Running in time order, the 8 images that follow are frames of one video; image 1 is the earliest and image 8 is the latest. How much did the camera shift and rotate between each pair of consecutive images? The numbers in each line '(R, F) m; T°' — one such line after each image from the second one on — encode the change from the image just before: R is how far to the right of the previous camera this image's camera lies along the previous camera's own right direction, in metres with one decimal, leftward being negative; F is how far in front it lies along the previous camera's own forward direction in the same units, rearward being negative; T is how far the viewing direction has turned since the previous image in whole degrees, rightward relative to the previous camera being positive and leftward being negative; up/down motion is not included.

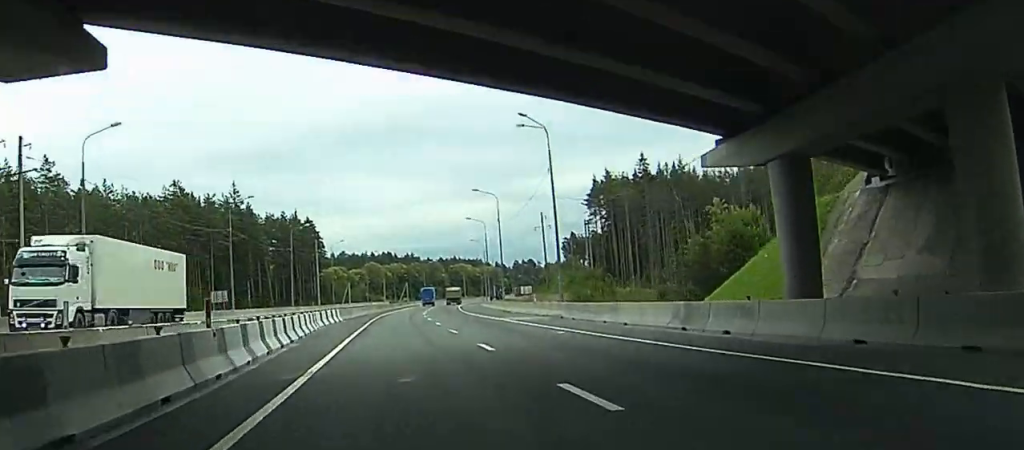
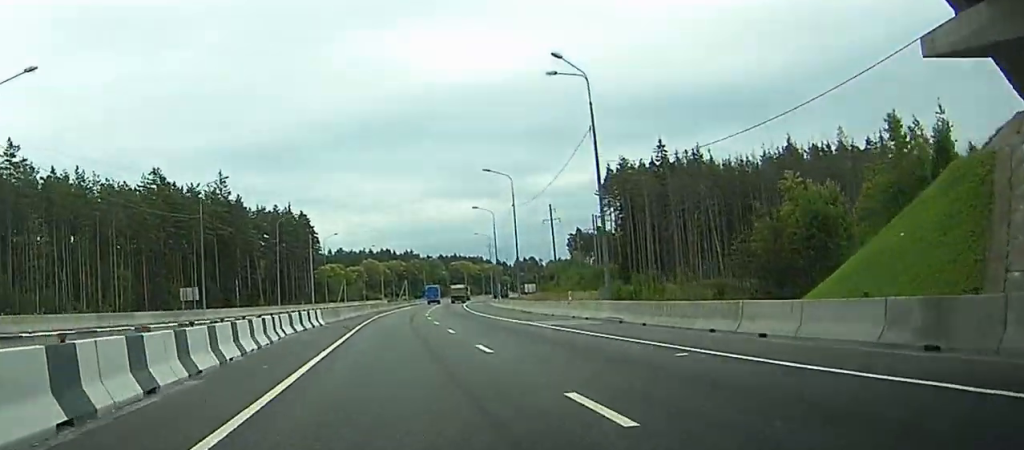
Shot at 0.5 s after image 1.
(0.0, +13.4) m; 0°
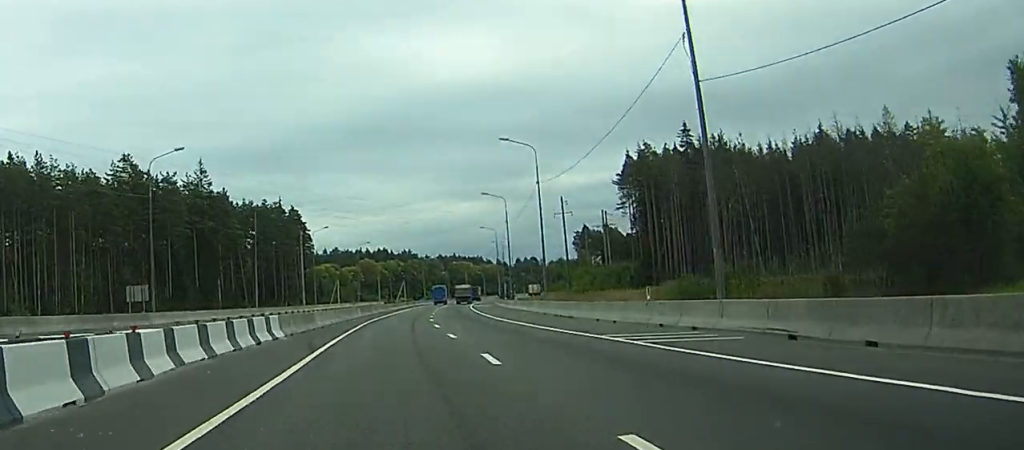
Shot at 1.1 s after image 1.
(+0.1, +15.8) m; +1°
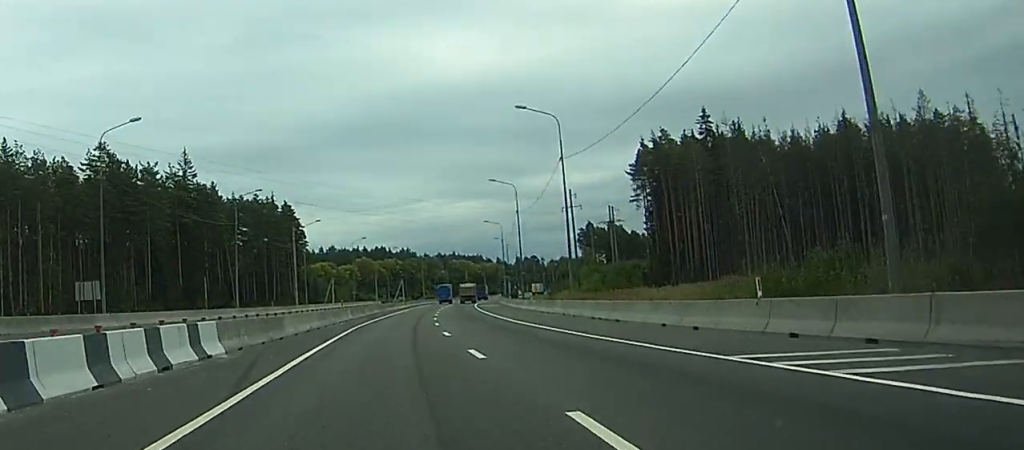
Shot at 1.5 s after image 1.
(0.0, +10.5) m; +1°
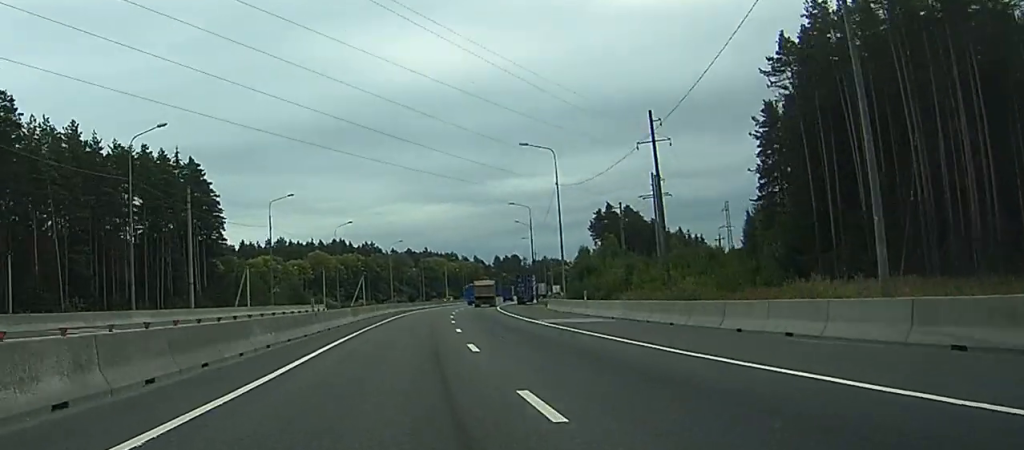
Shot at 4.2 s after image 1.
(+3.6, +68.2) m; +4°
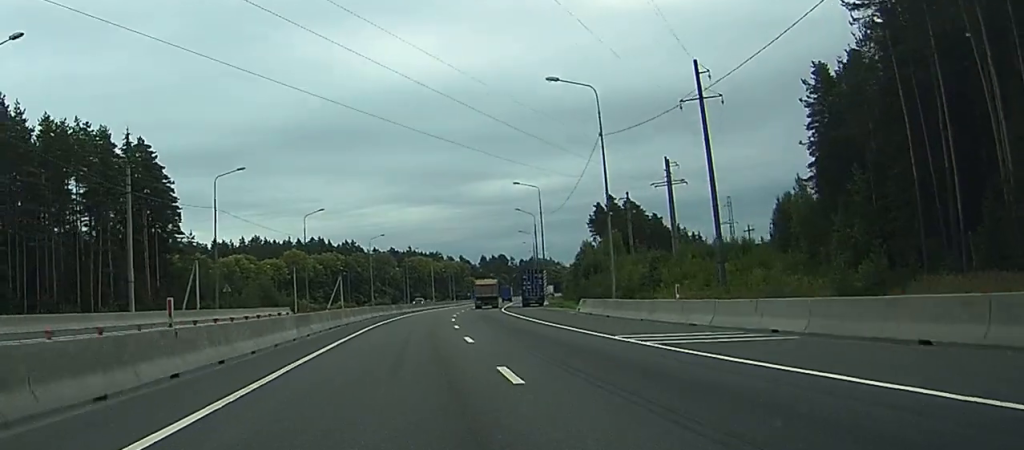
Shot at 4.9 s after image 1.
(-0.2, +19.4) m; 0°
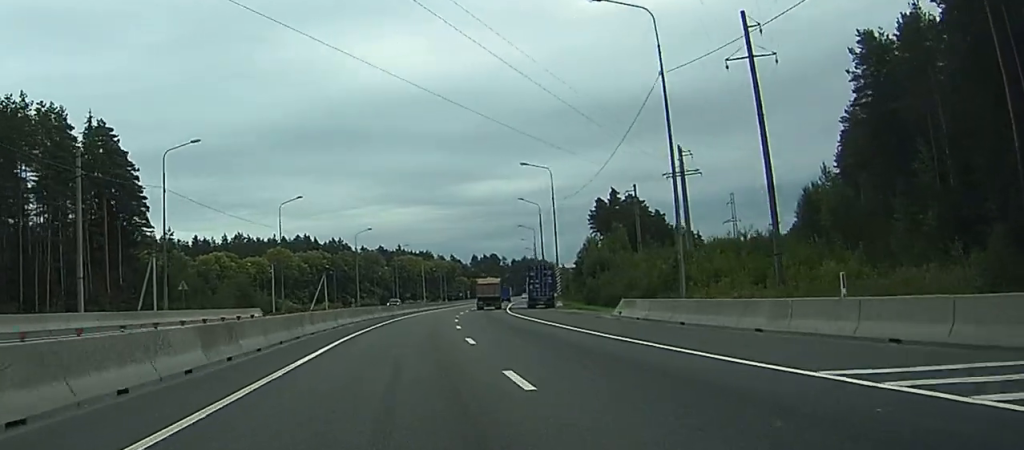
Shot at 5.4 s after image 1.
(-0.1, +12.7) m; 0°
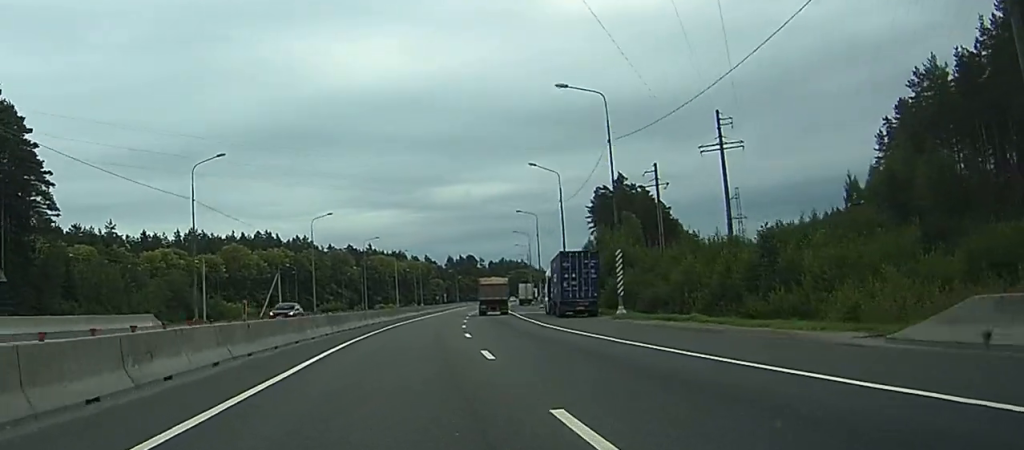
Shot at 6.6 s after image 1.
(+0.4, +28.6) m; +1°
